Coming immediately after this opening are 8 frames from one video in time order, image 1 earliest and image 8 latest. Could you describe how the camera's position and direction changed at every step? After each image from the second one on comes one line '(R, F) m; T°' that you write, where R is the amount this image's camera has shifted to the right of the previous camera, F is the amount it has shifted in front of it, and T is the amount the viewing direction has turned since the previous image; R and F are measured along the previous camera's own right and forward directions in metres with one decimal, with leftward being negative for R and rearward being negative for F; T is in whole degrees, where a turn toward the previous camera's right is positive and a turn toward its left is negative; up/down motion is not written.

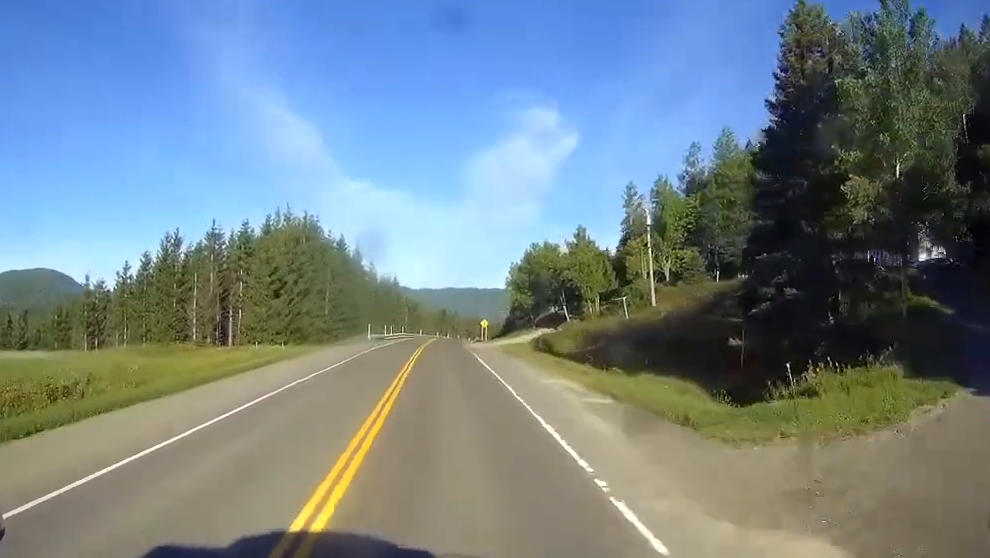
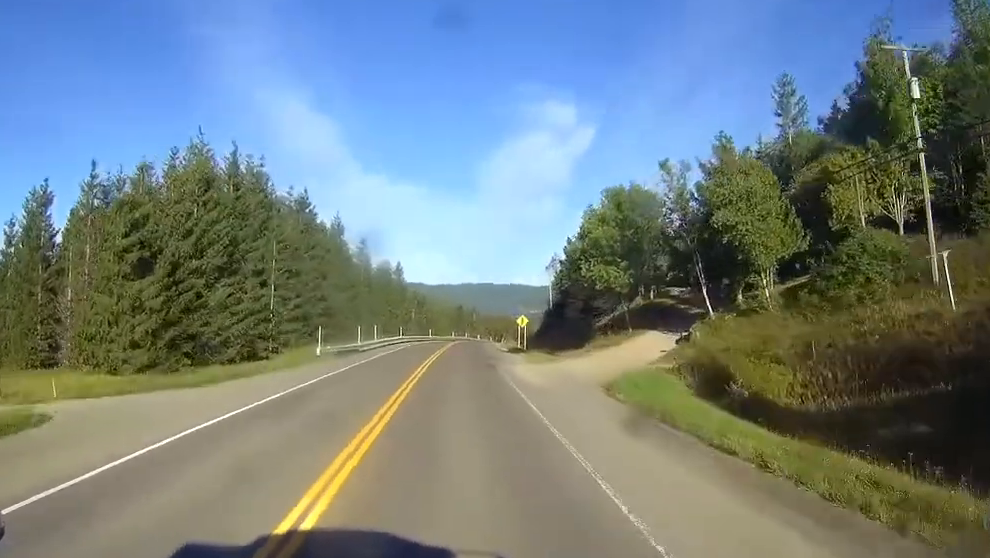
(-0.5, +45.5) m; -1°
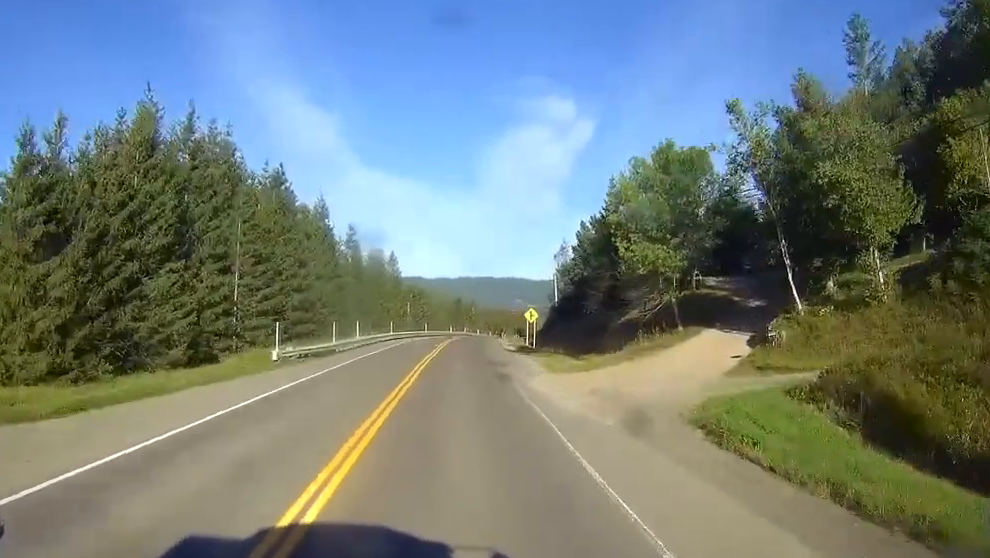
(+0.1, +11.9) m; 0°
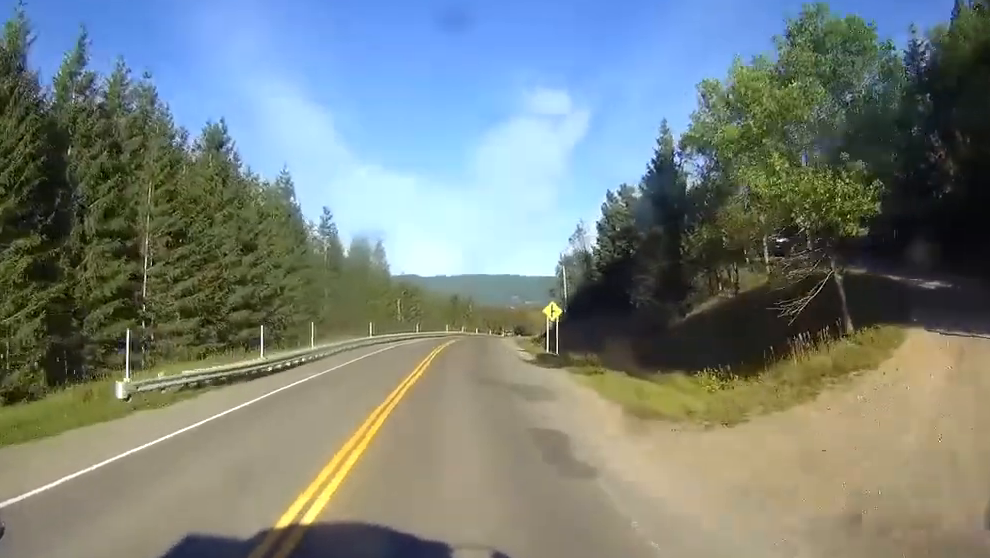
(-0.1, +18.4) m; 0°
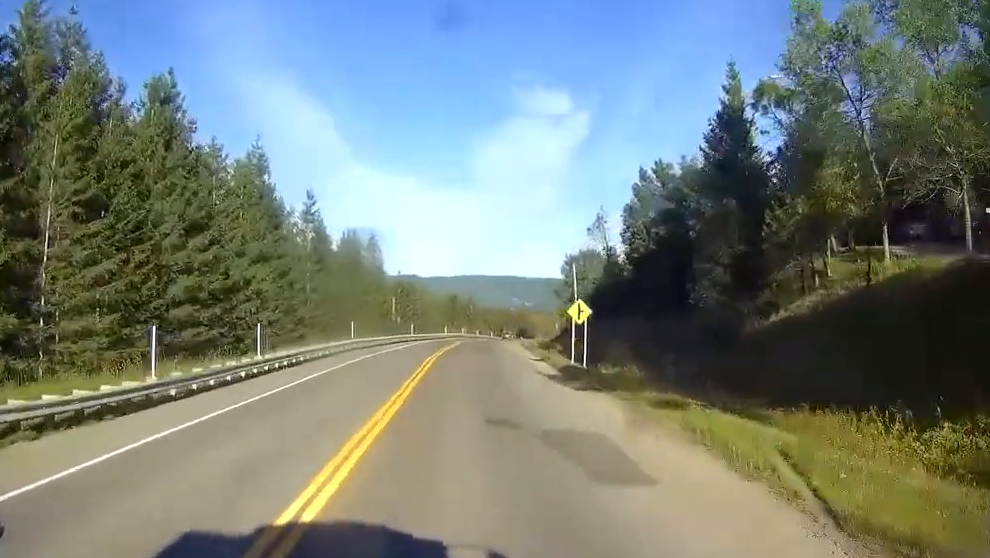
(0.0, +12.0) m; 0°
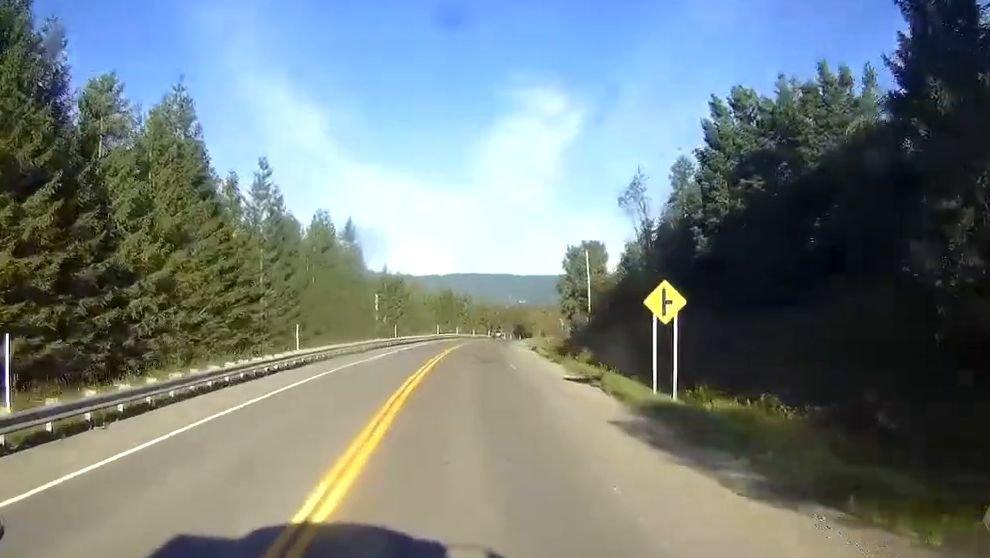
(+0.1, +18.4) m; 0°
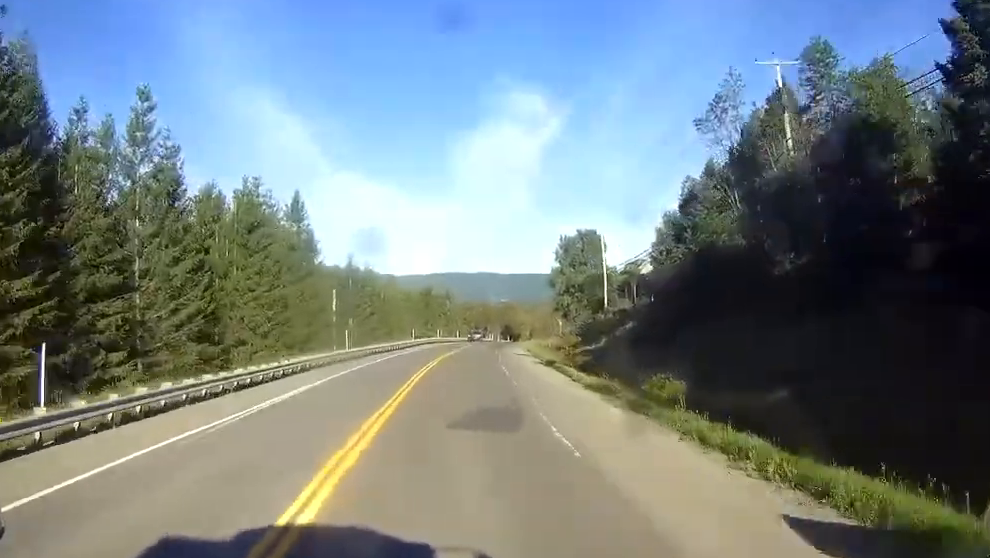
(0.0, +24.0) m; 0°
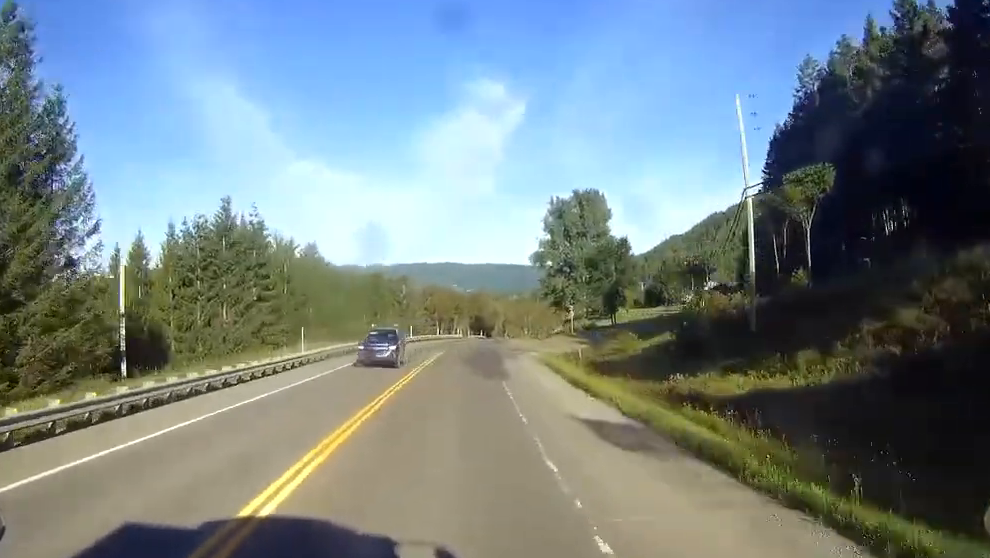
(+0.9, +50.8) m; +3°
